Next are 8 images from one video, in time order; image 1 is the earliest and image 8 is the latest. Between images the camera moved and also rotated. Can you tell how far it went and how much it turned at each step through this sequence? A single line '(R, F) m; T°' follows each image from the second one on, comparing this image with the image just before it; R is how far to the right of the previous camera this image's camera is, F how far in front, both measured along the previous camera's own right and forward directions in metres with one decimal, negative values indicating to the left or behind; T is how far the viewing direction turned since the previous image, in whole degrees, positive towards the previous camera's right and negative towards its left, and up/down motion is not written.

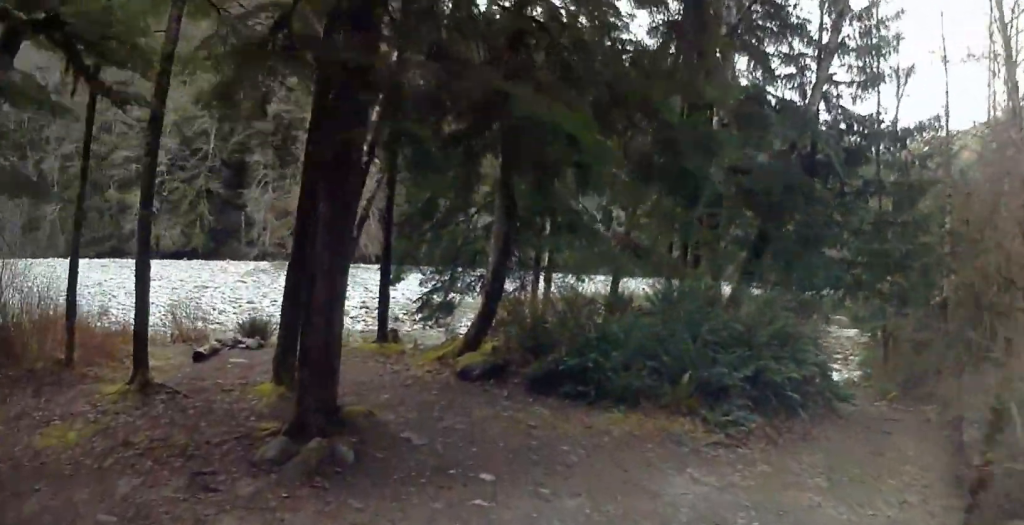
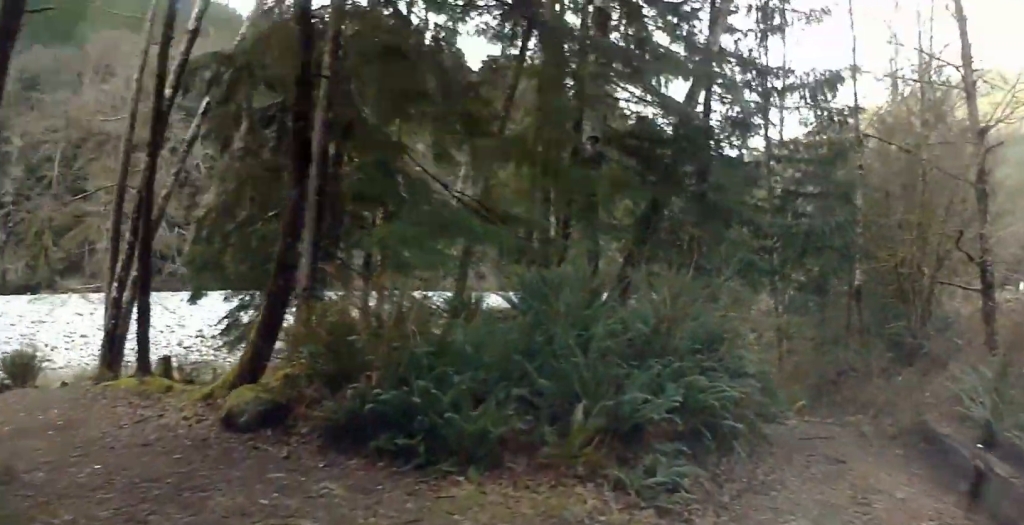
(+0.2, +4.6) m; +6°
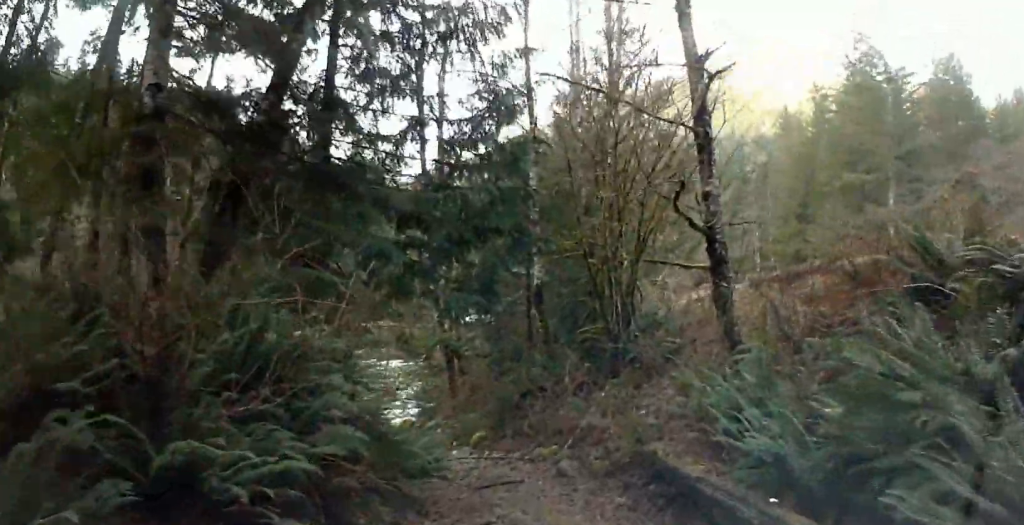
(+0.4, +4.2) m; +4°
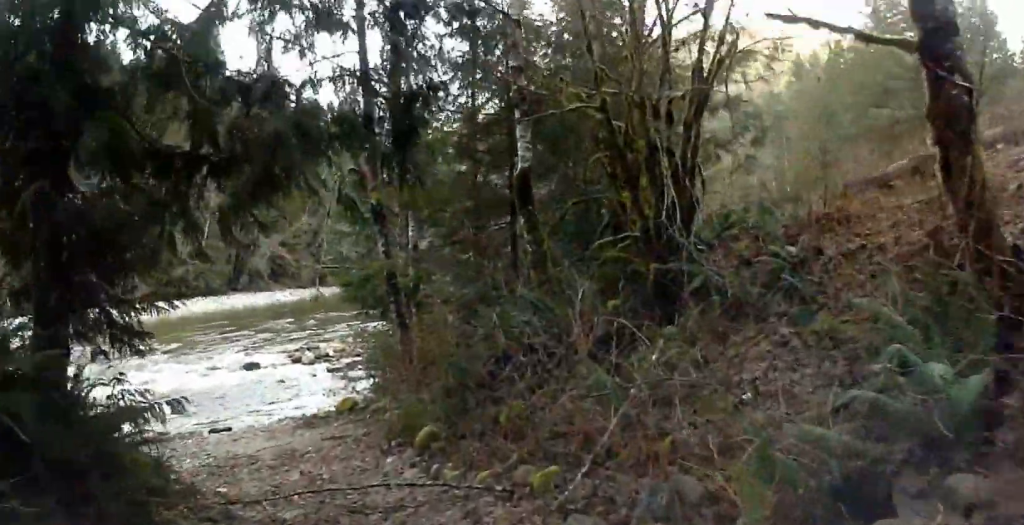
(-0.7, +6.3) m; -26°
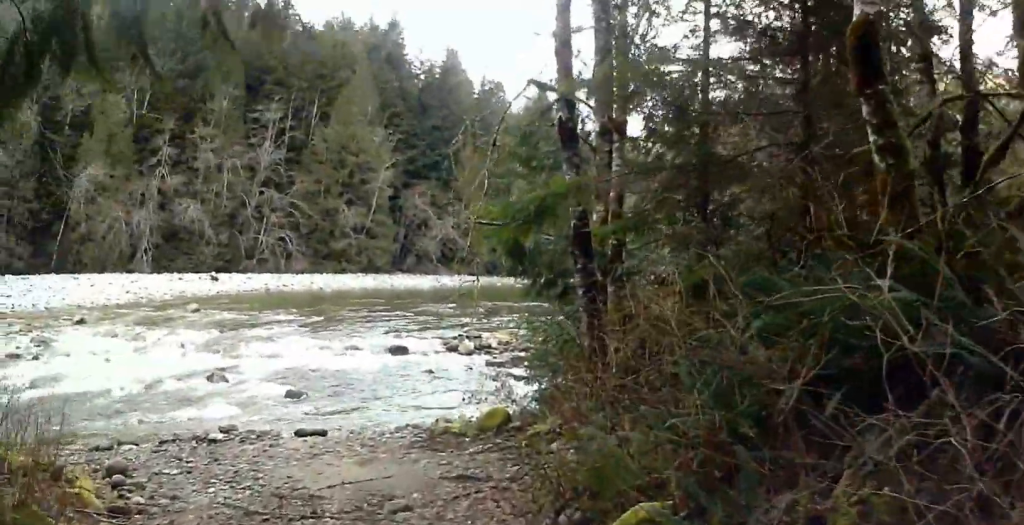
(-1.3, +4.6) m; -29°
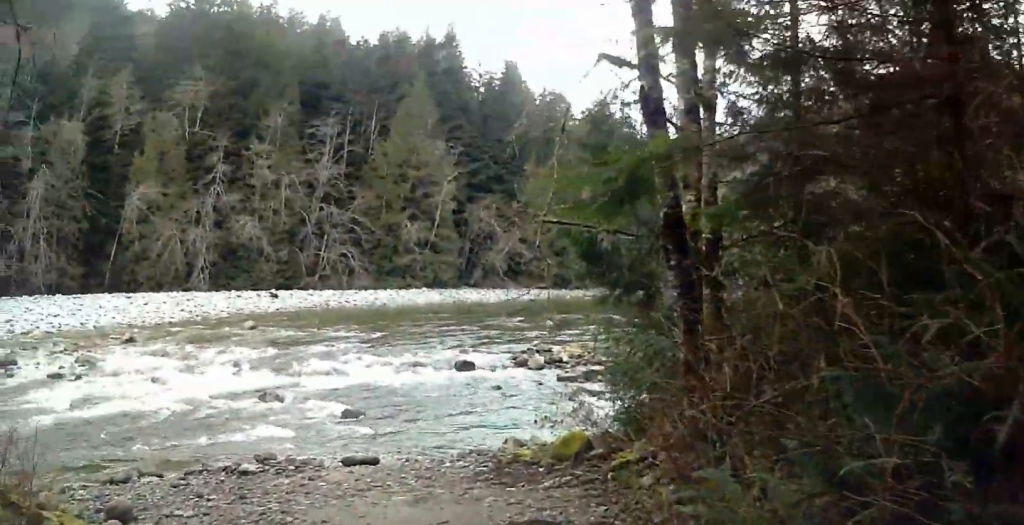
(-0.2, +1.7) m; -12°
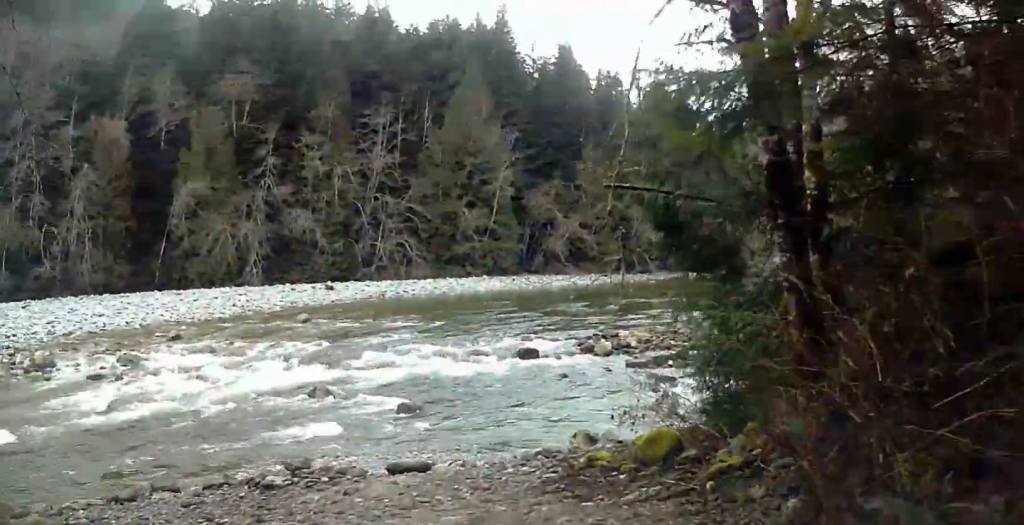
(-0.2, +1.6) m; -12°
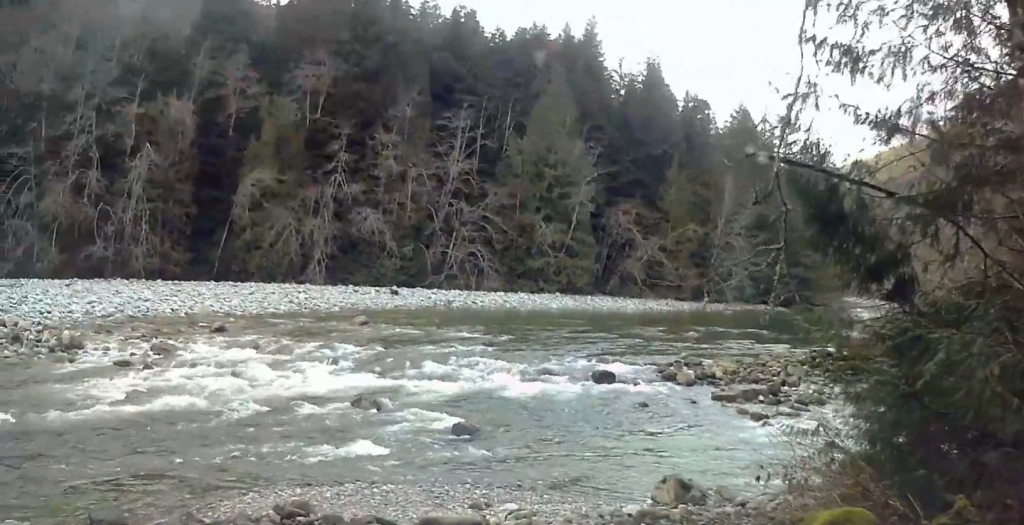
(-0.6, +4.2) m; -8°
